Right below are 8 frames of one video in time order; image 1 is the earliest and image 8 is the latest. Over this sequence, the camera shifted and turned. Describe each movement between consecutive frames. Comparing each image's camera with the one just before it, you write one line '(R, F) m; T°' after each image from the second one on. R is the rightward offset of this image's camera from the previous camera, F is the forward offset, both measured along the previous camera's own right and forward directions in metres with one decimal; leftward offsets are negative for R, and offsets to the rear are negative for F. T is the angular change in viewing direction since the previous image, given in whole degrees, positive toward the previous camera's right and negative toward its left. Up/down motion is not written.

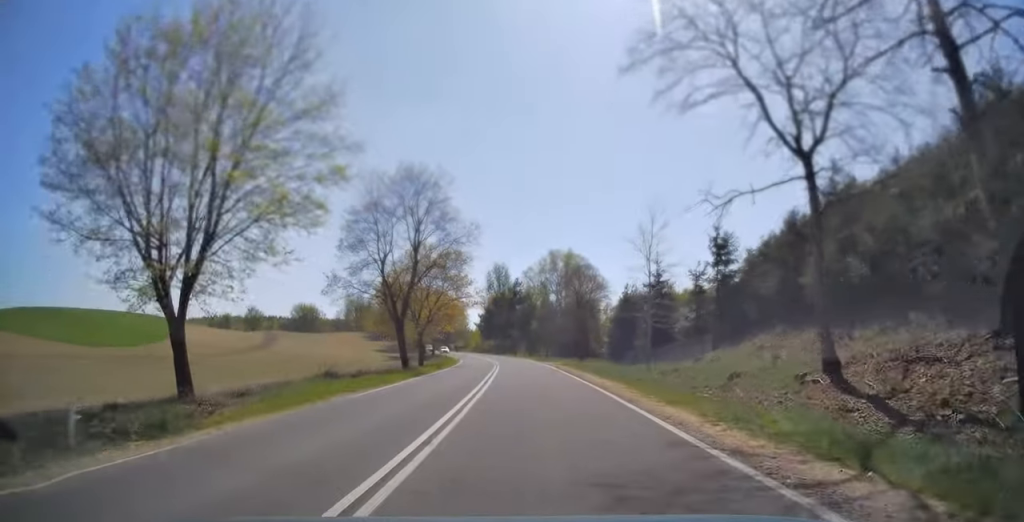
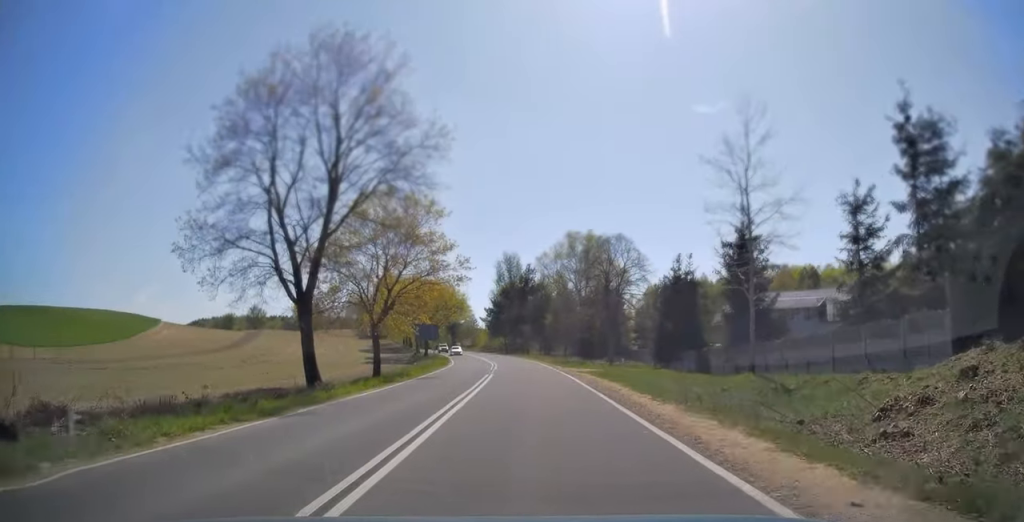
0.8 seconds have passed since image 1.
(-0.1, +18.2) m; -1°
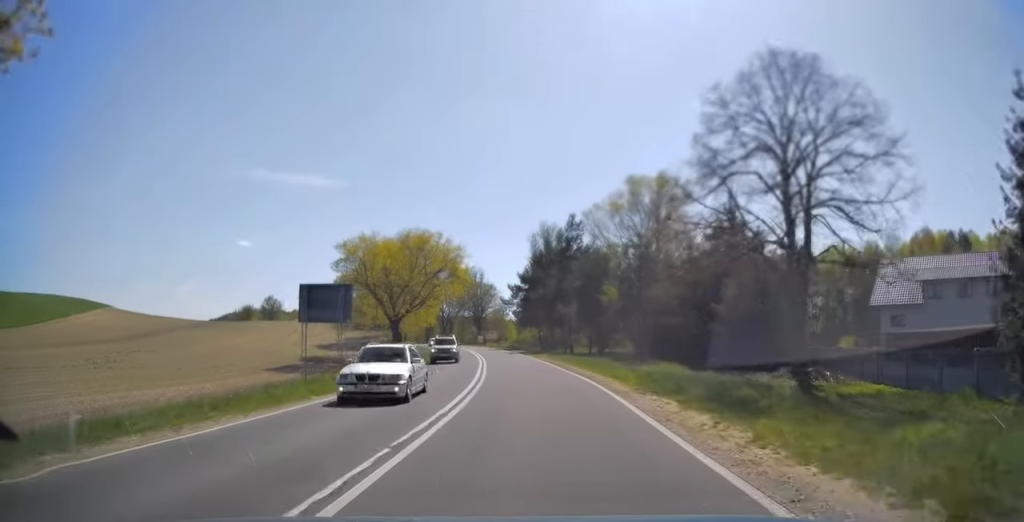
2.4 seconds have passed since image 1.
(-1.3, +34.7) m; -5°
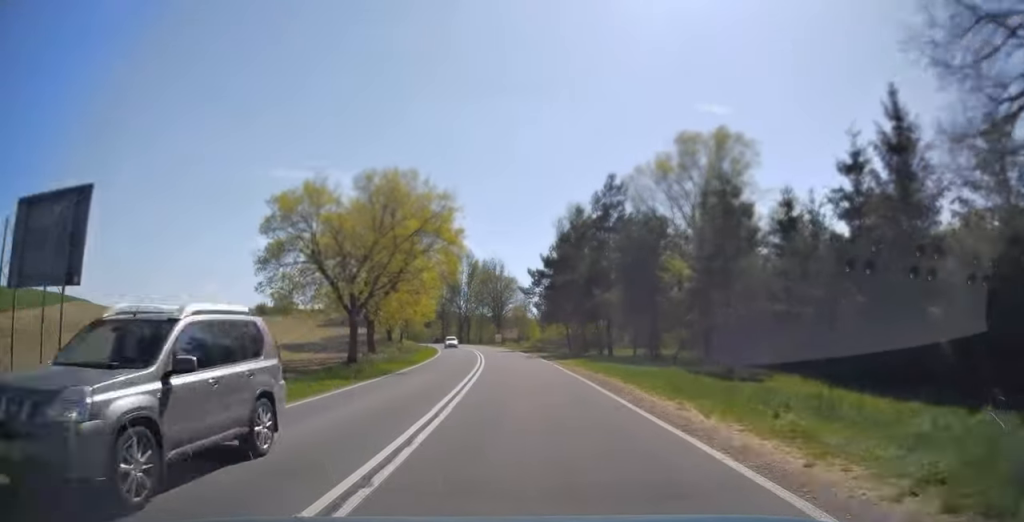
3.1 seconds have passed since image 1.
(-0.3, +16.0) m; -2°
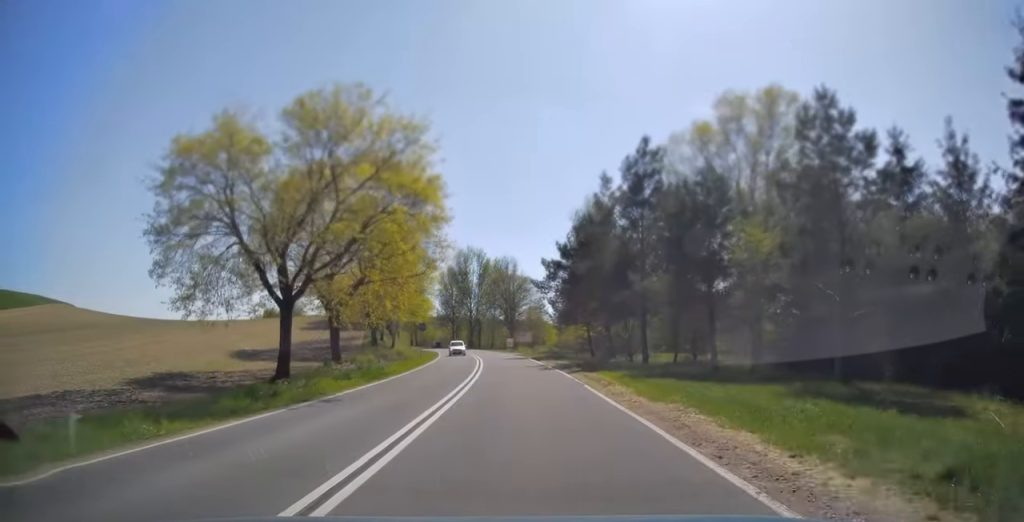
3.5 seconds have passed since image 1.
(-0.1, +10.3) m; -1°
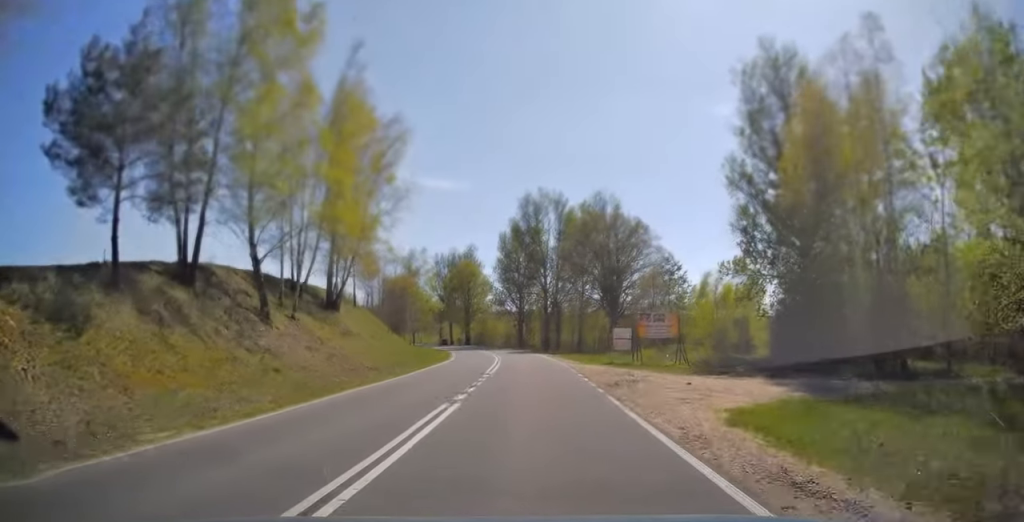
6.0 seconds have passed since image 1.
(-3.9, +56.6) m; -8°
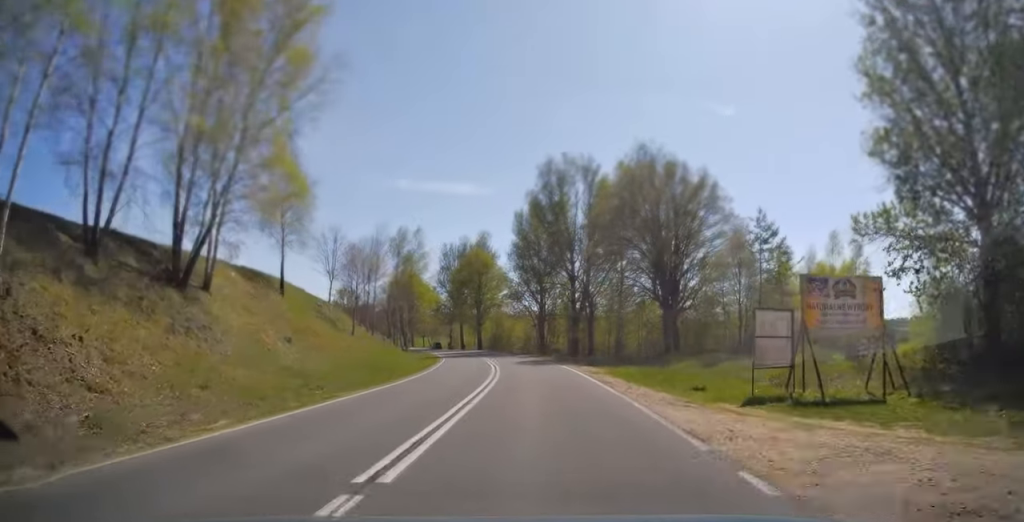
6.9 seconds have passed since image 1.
(-0.5, +20.8) m; -2°
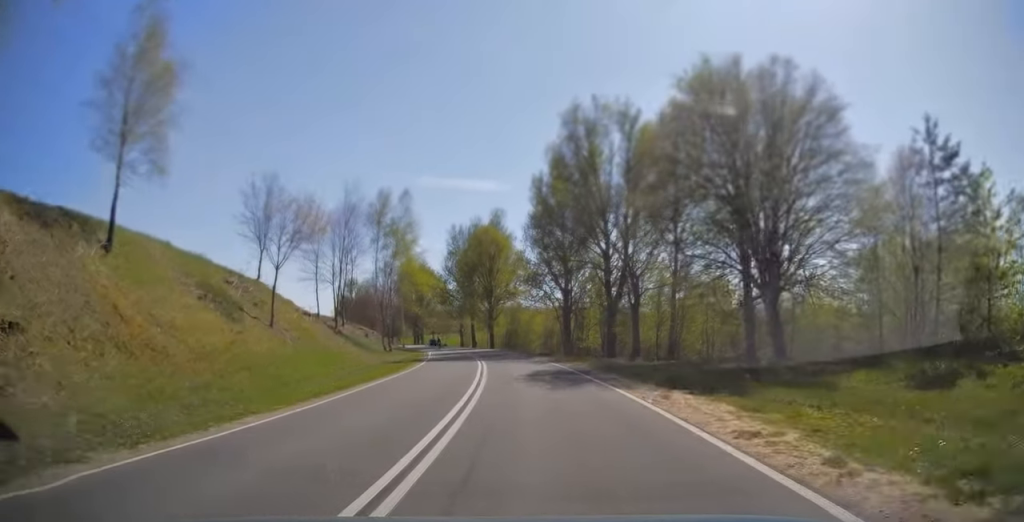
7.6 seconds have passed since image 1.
(-0.3, +18.2) m; -2°
